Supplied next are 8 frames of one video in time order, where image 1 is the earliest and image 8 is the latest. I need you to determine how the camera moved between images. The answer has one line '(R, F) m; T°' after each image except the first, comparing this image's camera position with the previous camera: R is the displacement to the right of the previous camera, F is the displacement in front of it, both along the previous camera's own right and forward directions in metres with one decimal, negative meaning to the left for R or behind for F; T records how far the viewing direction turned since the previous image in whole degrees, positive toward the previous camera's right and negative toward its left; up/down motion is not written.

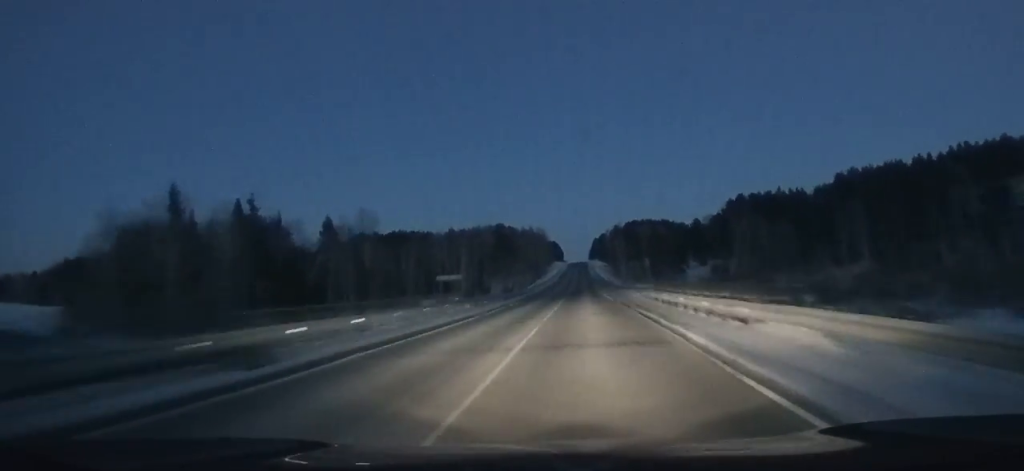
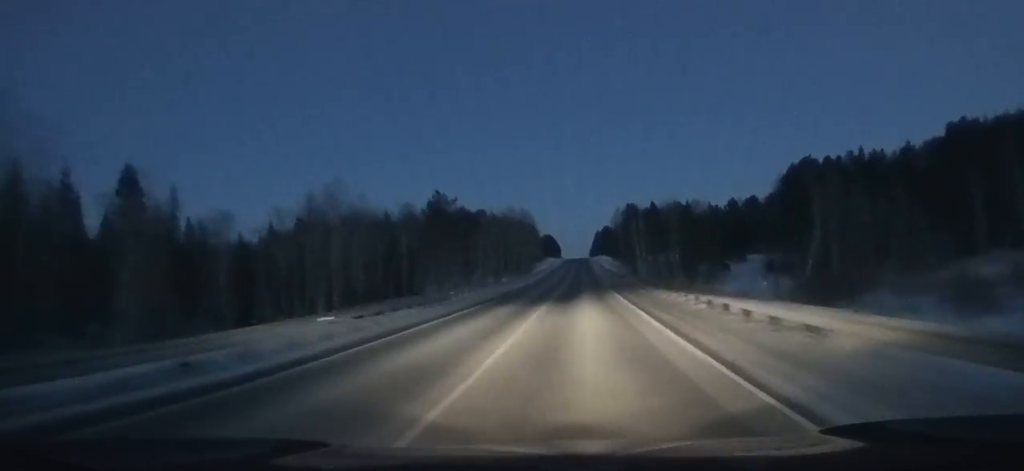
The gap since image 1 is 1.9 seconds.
(-0.2, +64.0) m; 0°
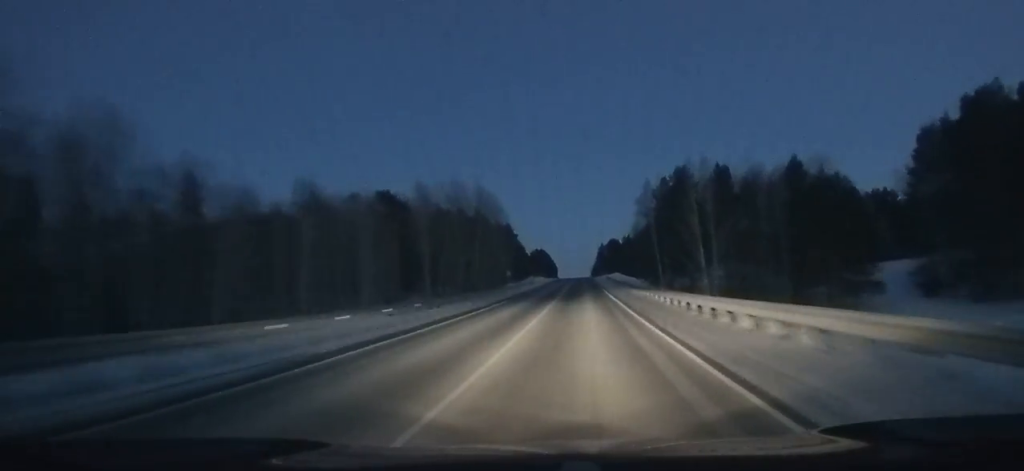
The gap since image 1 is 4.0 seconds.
(-0.1, +71.0) m; 0°
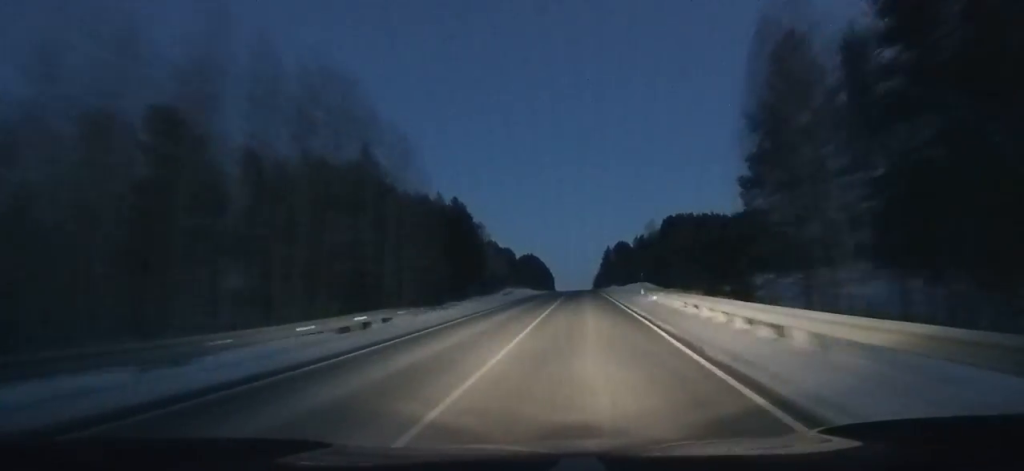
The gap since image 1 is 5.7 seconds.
(0.0, +57.6) m; 0°
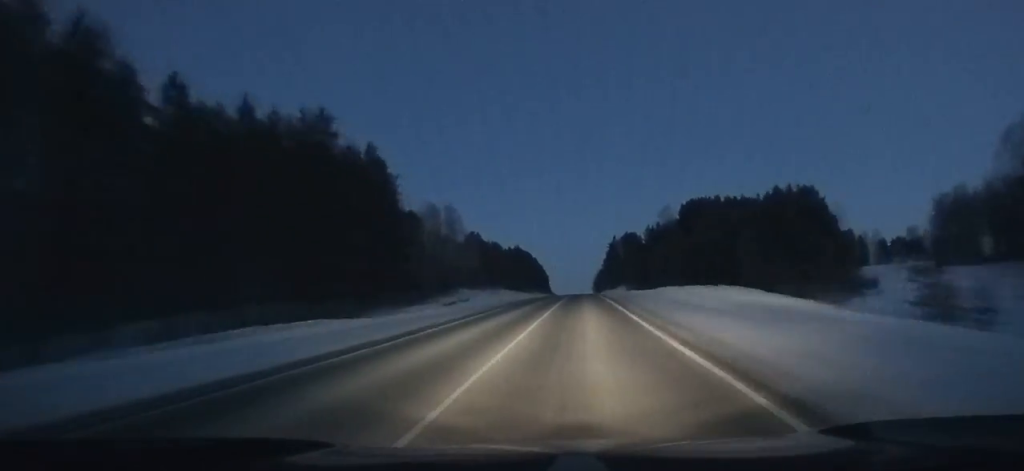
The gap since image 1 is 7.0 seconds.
(0.0, +44.0) m; 0°
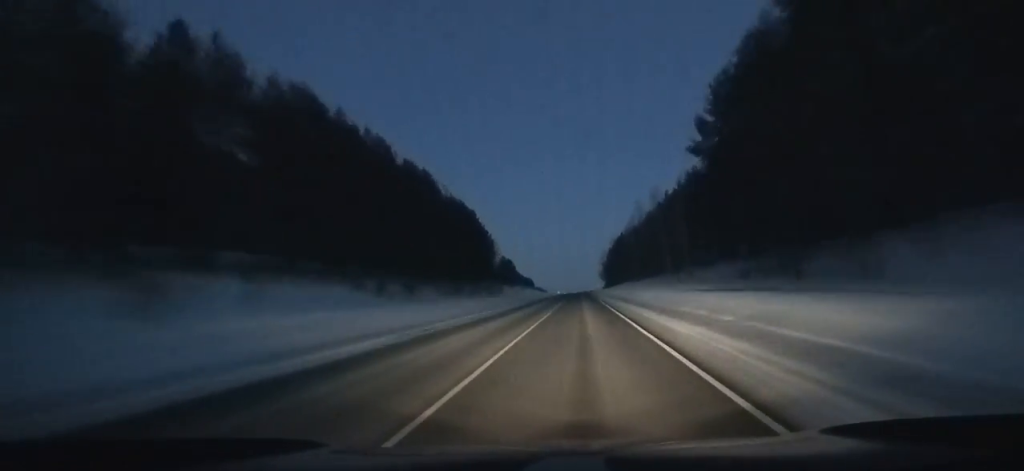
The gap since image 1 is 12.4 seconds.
(+0.3, +181.4) m; 0°
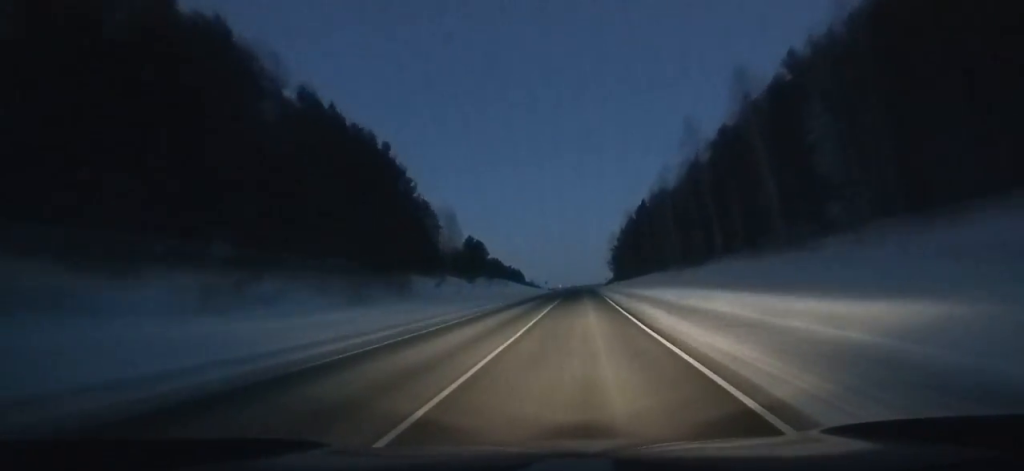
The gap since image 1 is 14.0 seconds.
(-0.3, +53.0) m; 0°
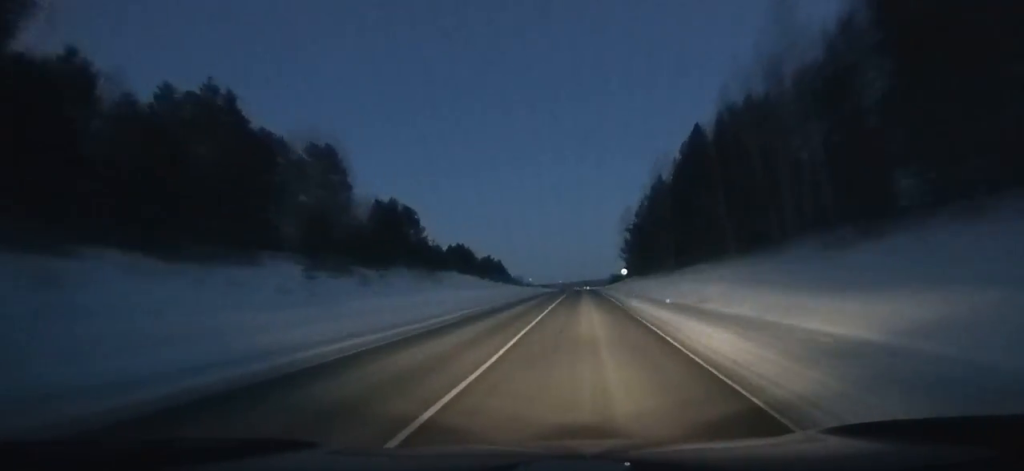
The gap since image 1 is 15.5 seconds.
(-0.1, +49.6) m; 0°
